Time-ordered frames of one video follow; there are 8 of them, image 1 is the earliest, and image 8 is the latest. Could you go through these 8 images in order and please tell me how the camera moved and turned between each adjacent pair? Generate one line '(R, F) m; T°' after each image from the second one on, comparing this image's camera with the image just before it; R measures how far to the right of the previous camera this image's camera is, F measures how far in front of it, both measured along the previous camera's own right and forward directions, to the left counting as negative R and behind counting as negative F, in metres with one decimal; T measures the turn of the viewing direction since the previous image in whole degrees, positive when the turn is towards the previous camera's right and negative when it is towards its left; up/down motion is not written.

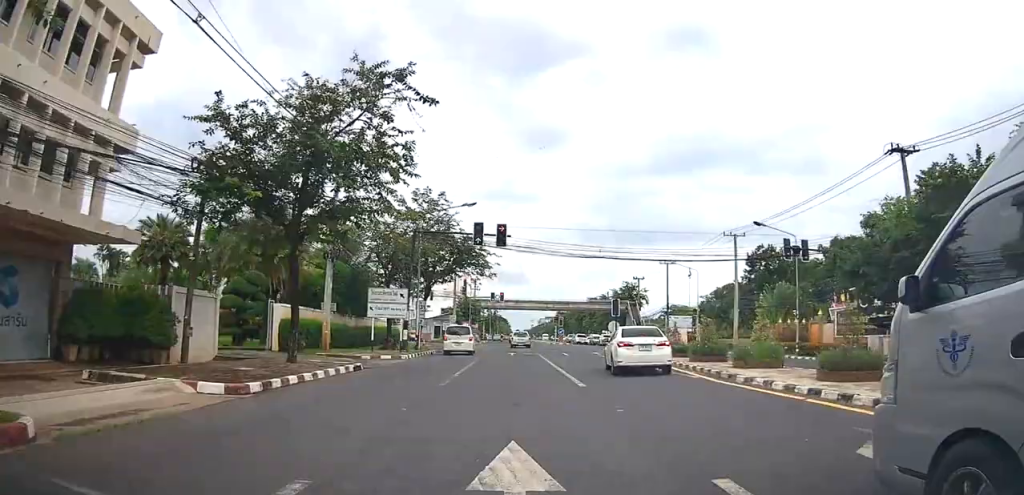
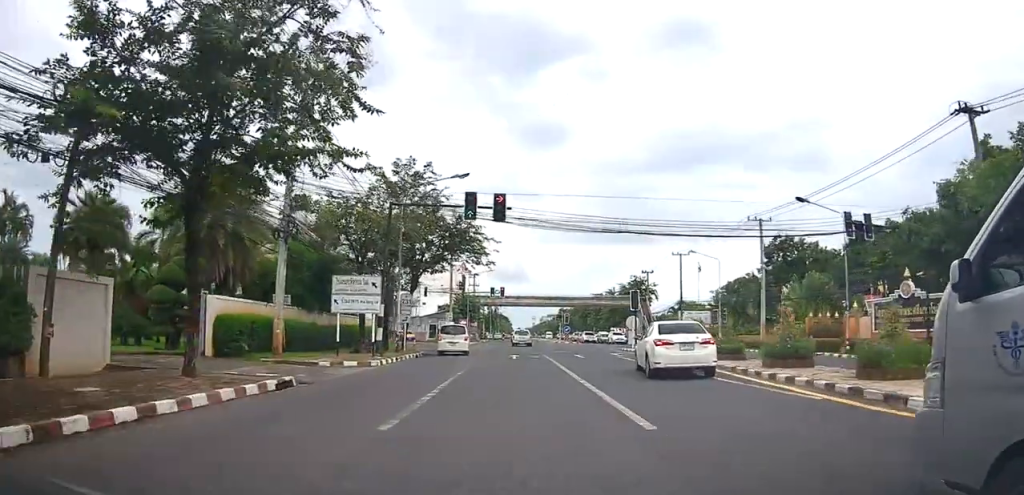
(+0.2, +6.3) m; 0°
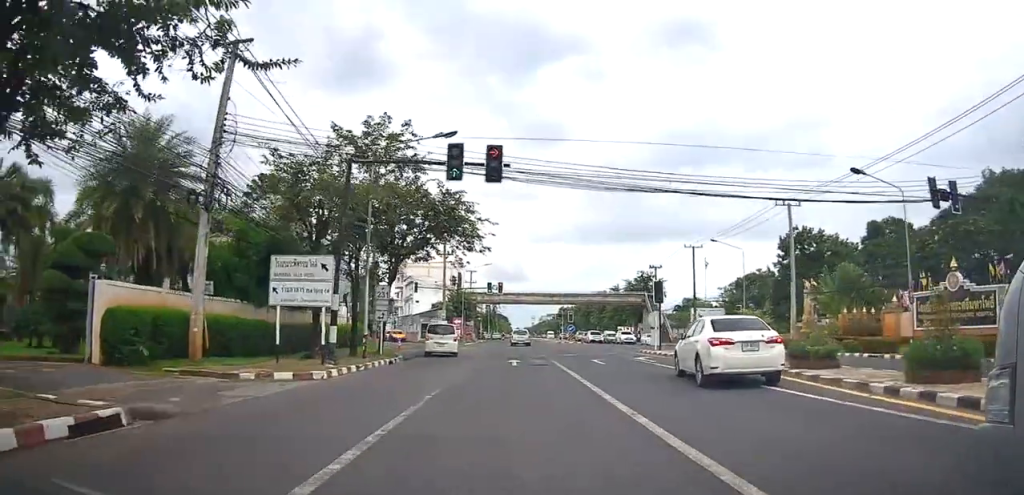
(0.0, +6.3) m; 0°
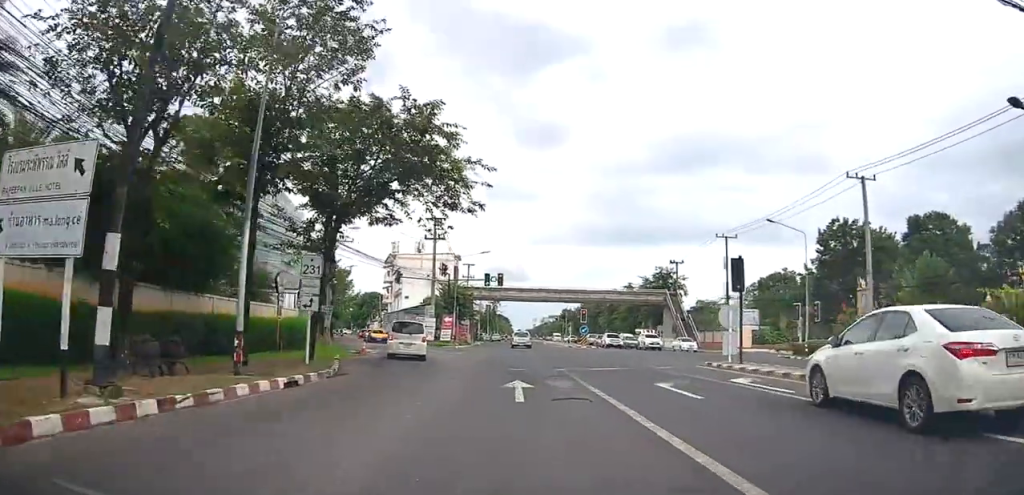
(-0.2, +10.9) m; +1°
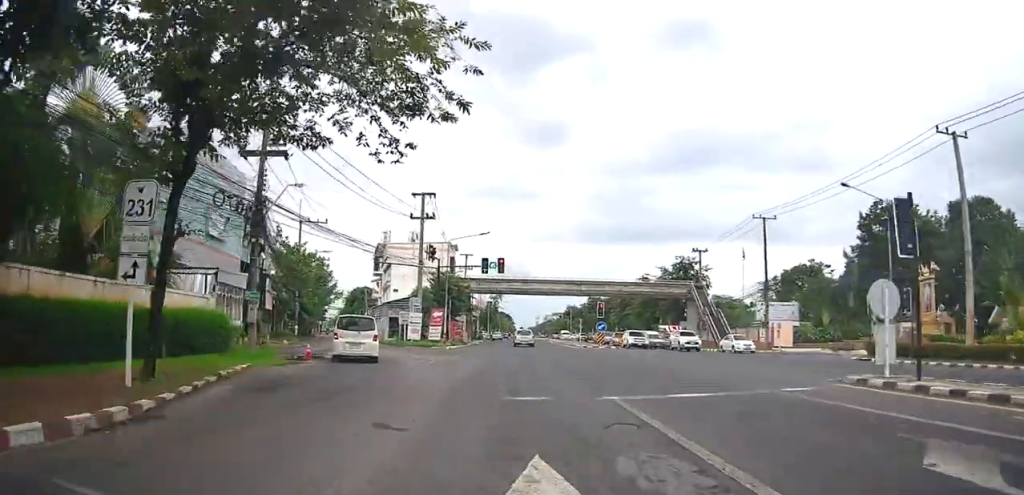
(+0.3, +9.3) m; +1°
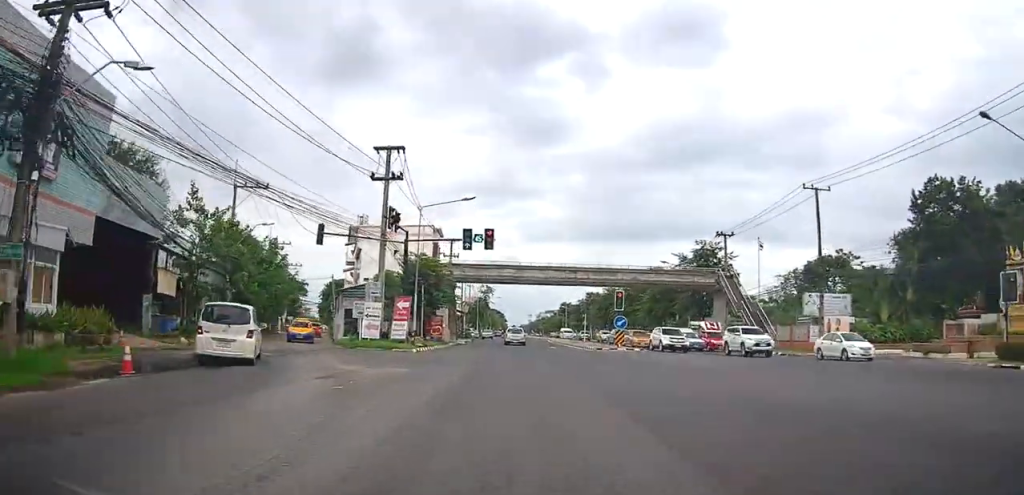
(-0.2, +11.4) m; -1°
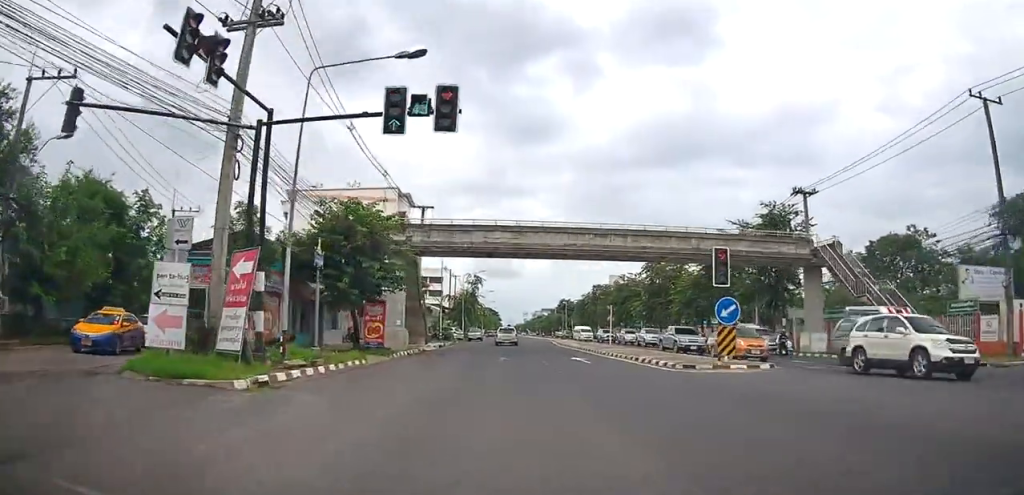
(-0.2, +19.5) m; 0°
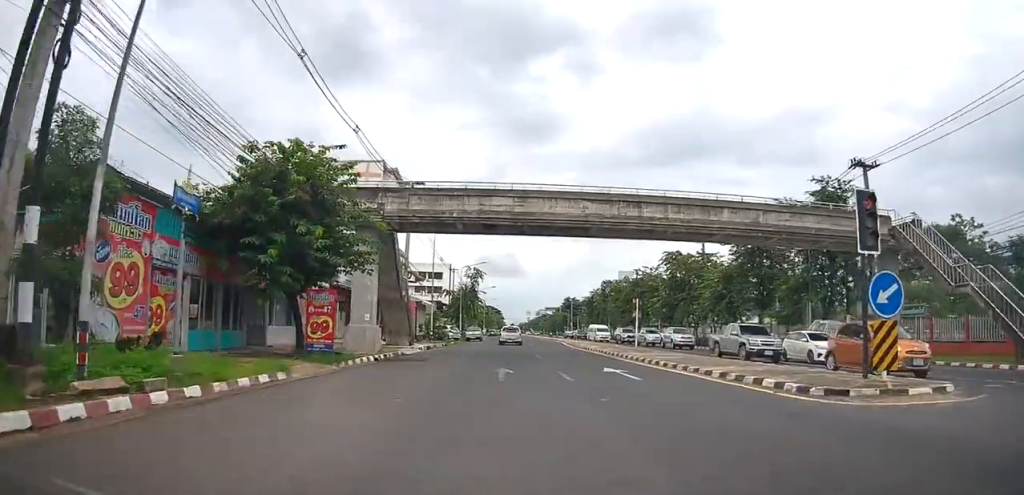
(-0.1, +8.1) m; +1°
